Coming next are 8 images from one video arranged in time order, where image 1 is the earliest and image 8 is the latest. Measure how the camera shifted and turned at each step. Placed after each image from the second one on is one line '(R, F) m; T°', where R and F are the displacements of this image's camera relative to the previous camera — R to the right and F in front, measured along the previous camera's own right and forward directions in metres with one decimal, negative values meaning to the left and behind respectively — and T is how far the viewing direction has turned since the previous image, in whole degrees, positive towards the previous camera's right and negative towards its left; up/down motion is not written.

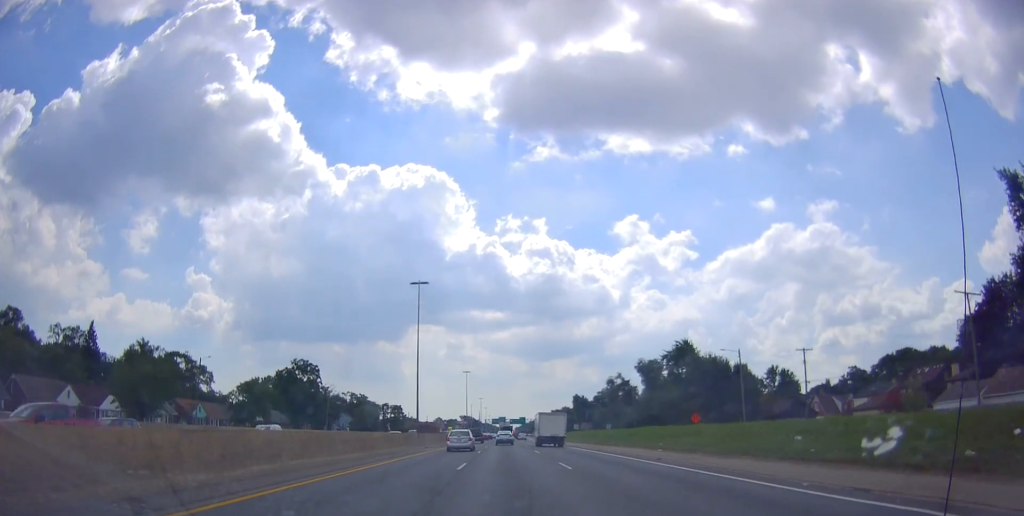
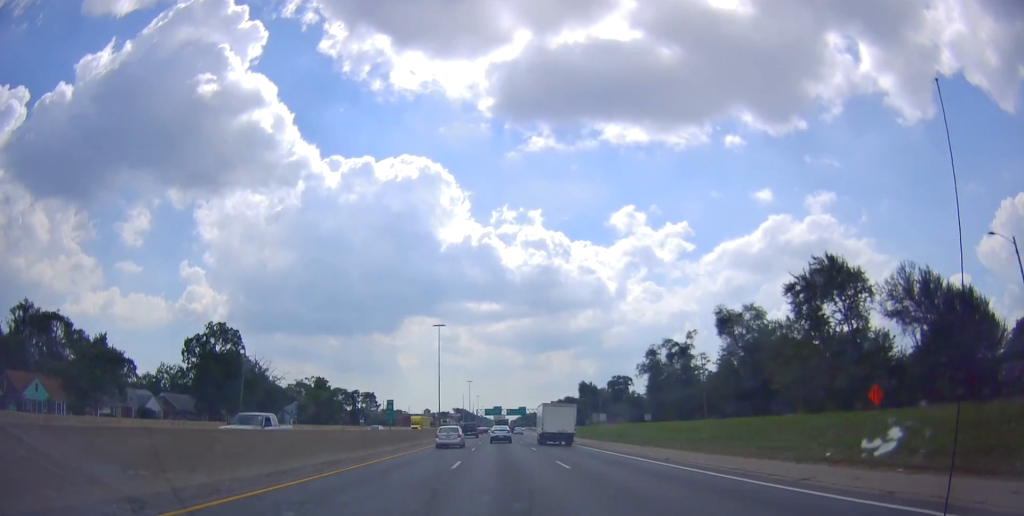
(+0.9, +48.1) m; +1°
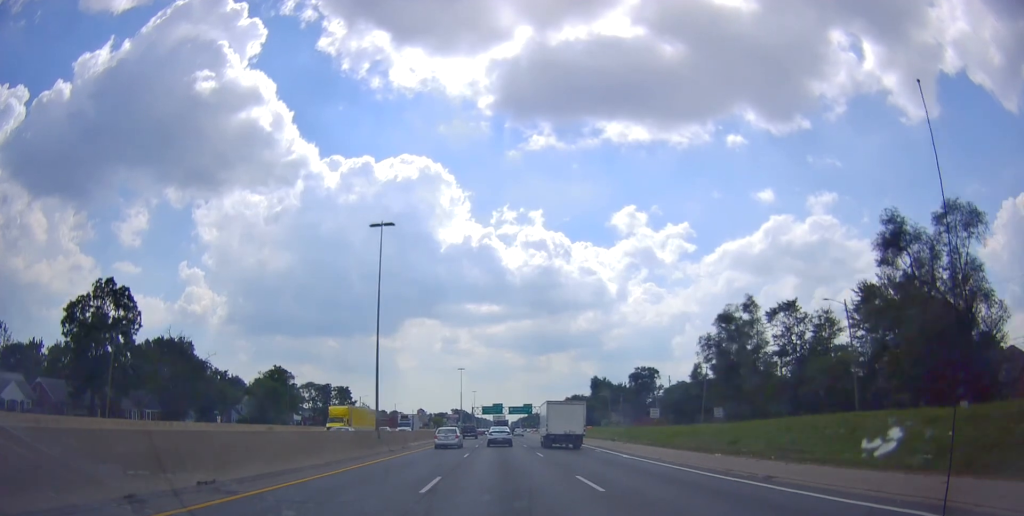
(-0.1, +38.8) m; 0°
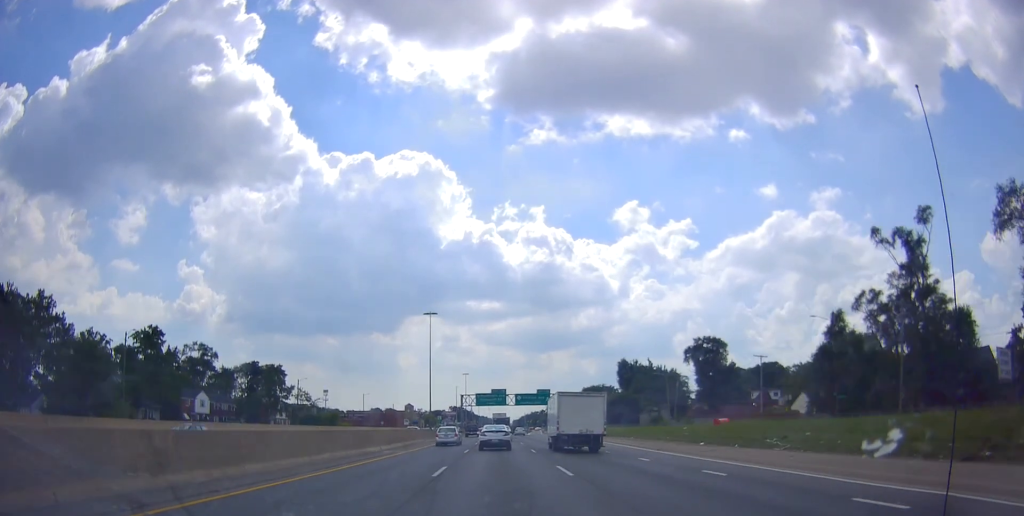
(-0.2, +57.8) m; -1°
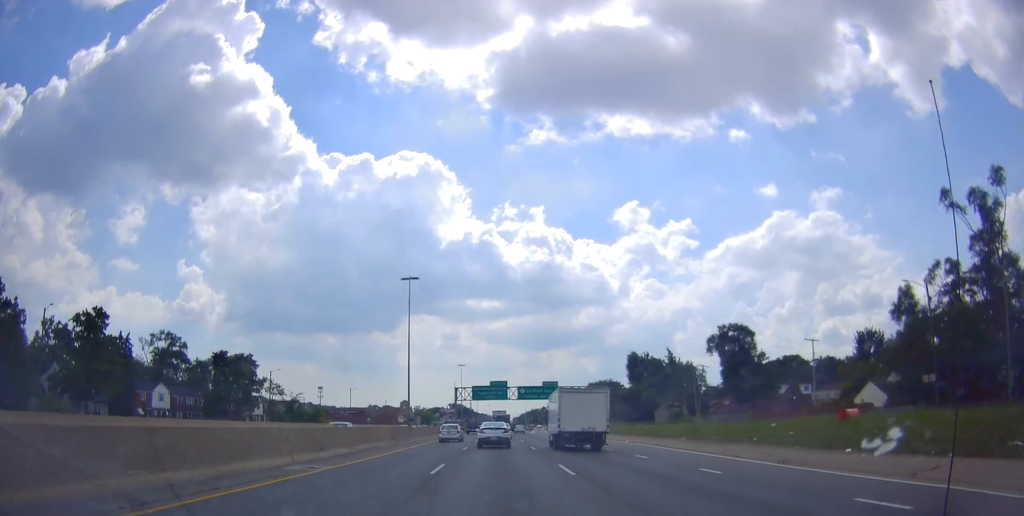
(-0.1, +16.0) m; 0°
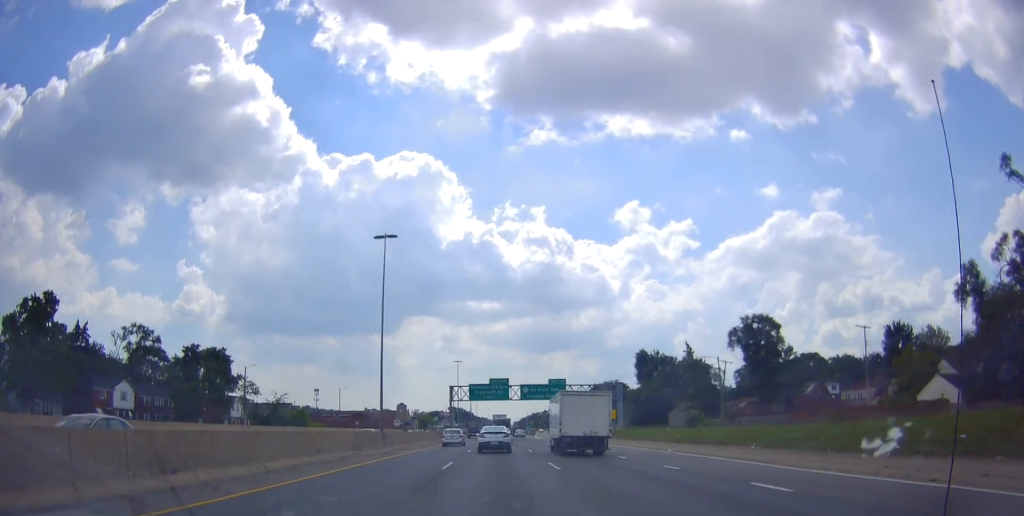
(-0.1, +12.3) m; 0°
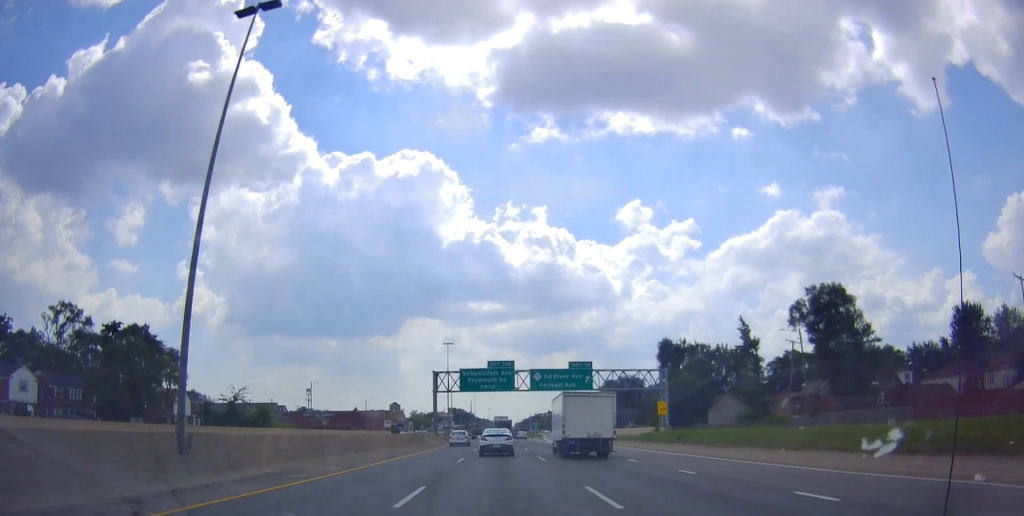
(+0.3, +25.1) m; 0°
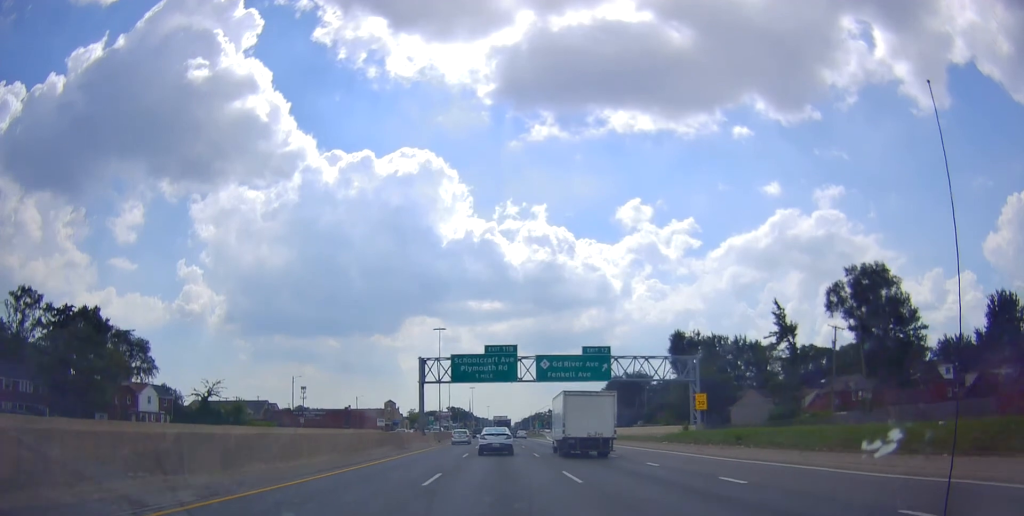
(-0.1, +11.4) m; 0°
